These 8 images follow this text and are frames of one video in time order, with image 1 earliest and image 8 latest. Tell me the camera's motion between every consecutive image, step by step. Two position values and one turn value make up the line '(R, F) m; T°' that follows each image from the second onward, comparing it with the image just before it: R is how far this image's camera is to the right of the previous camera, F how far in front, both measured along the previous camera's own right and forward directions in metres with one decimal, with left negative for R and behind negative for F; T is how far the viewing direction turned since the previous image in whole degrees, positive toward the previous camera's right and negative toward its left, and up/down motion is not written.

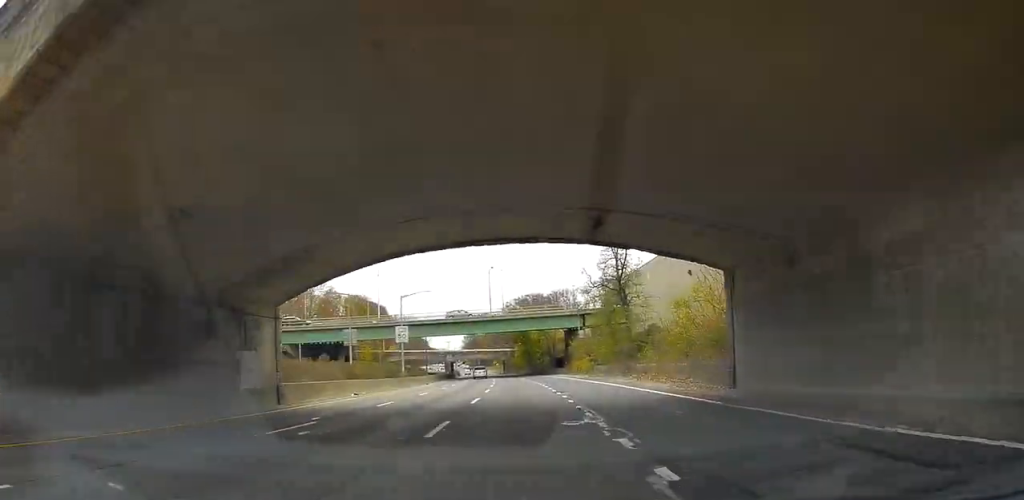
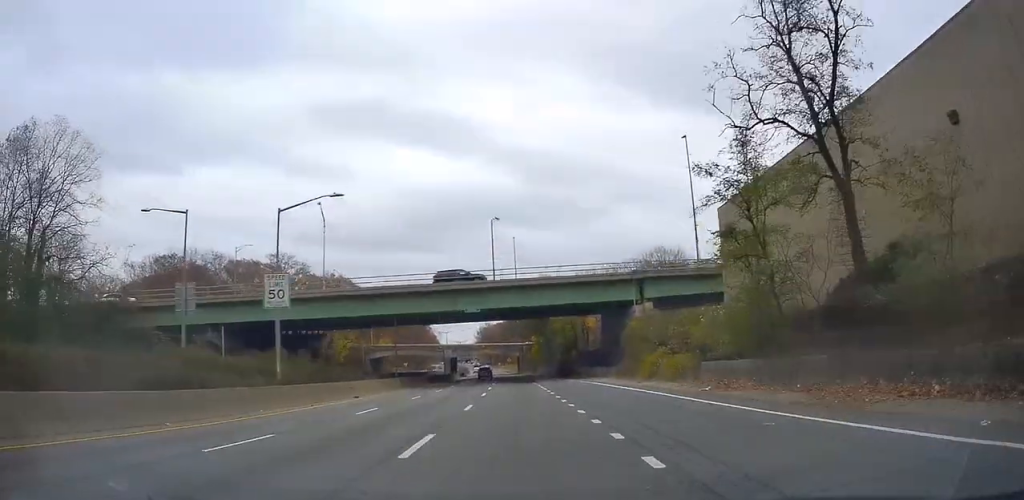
(-0.6, +31.0) m; -1°
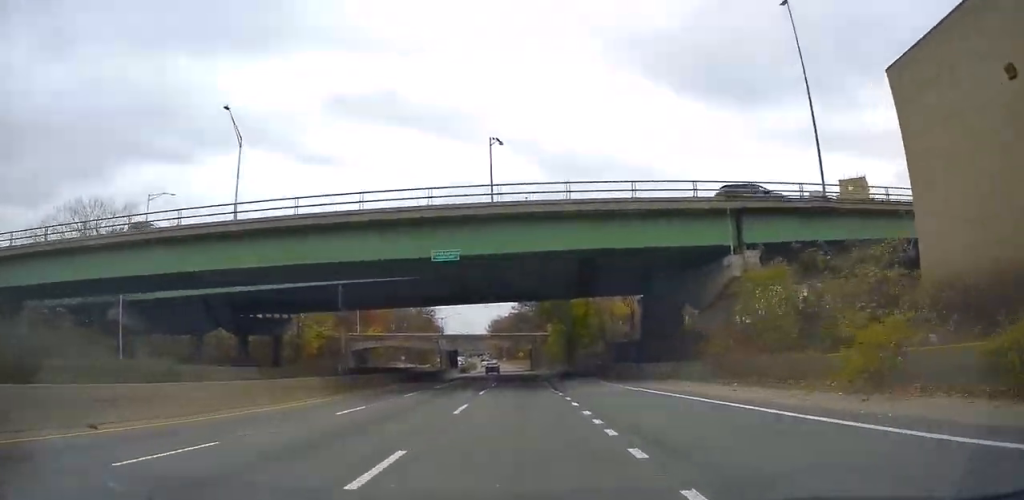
(+0.1, +21.7) m; -1°
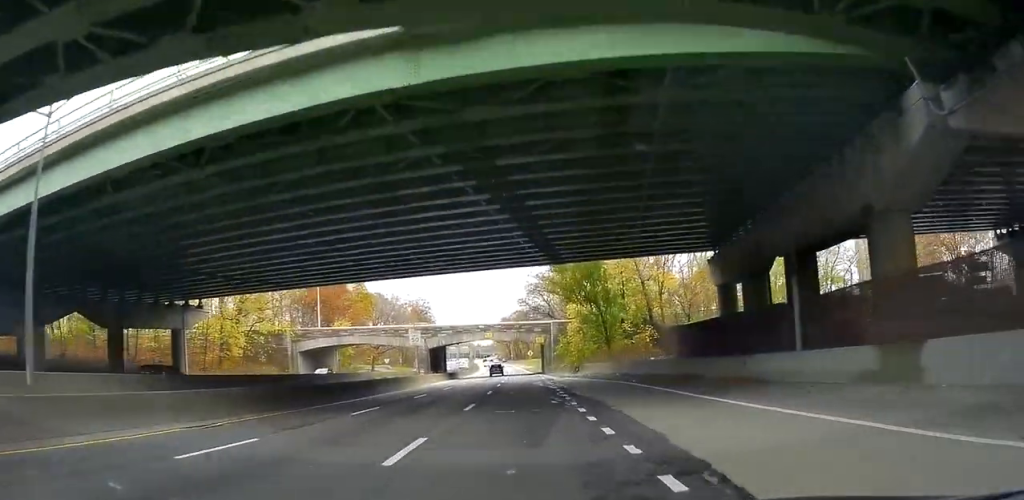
(-0.6, +27.2) m; -1°
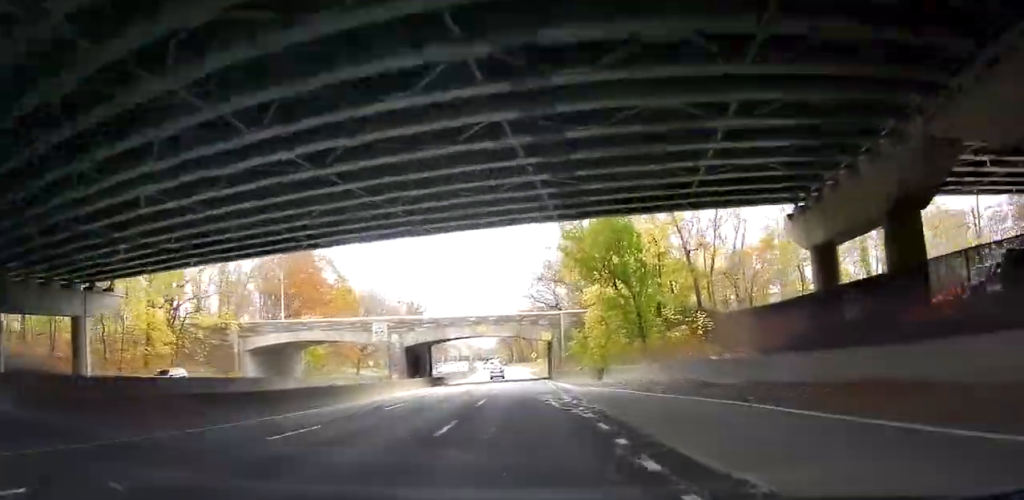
(0.0, +15.5) m; 0°
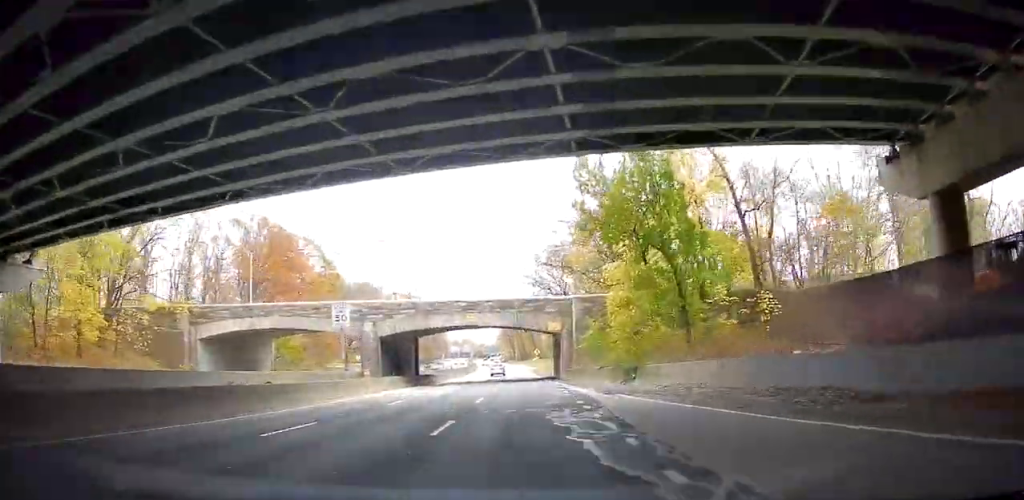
(0.0, +10.2) m; 0°
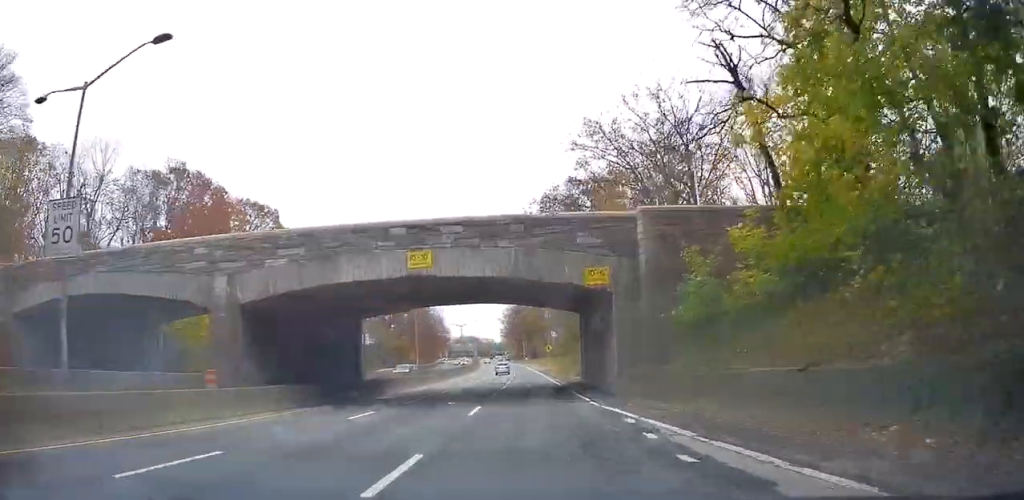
(0.0, +23.2) m; 0°
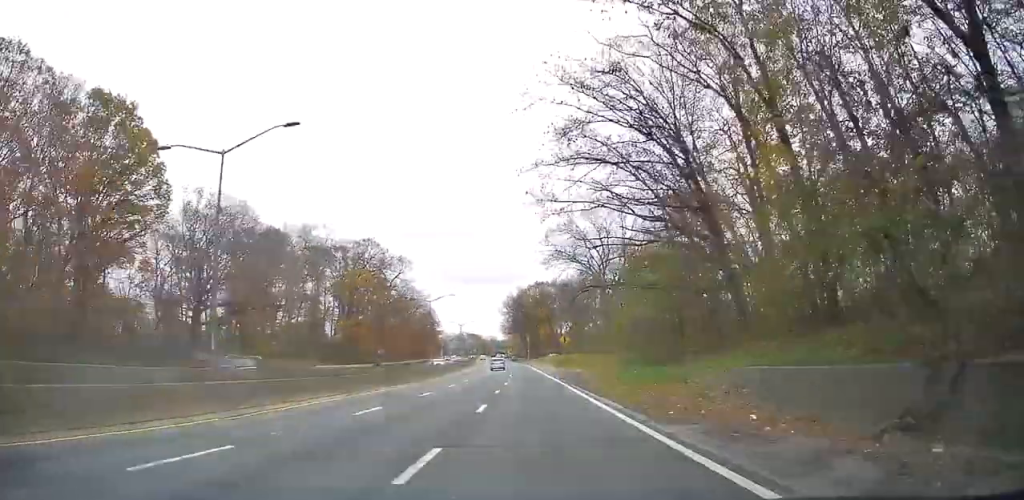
(0.0, +37.5) m; -1°
